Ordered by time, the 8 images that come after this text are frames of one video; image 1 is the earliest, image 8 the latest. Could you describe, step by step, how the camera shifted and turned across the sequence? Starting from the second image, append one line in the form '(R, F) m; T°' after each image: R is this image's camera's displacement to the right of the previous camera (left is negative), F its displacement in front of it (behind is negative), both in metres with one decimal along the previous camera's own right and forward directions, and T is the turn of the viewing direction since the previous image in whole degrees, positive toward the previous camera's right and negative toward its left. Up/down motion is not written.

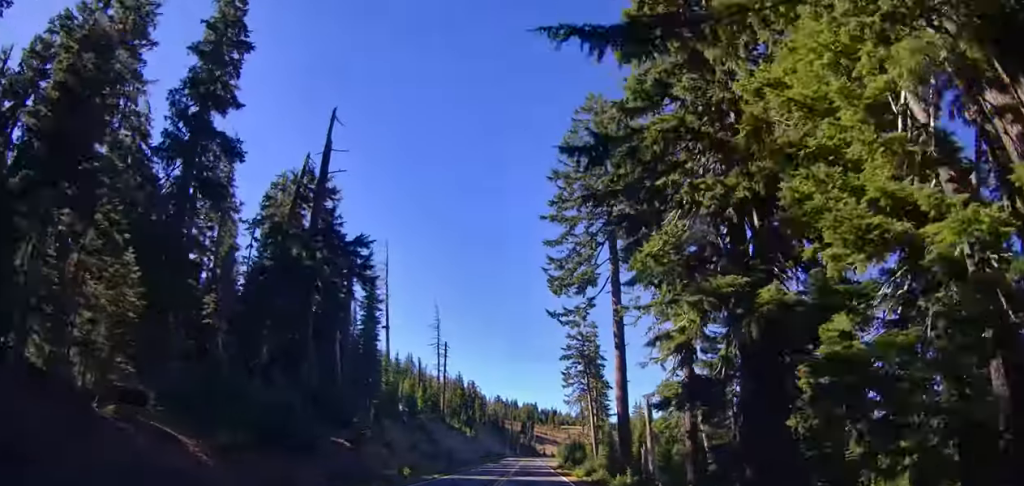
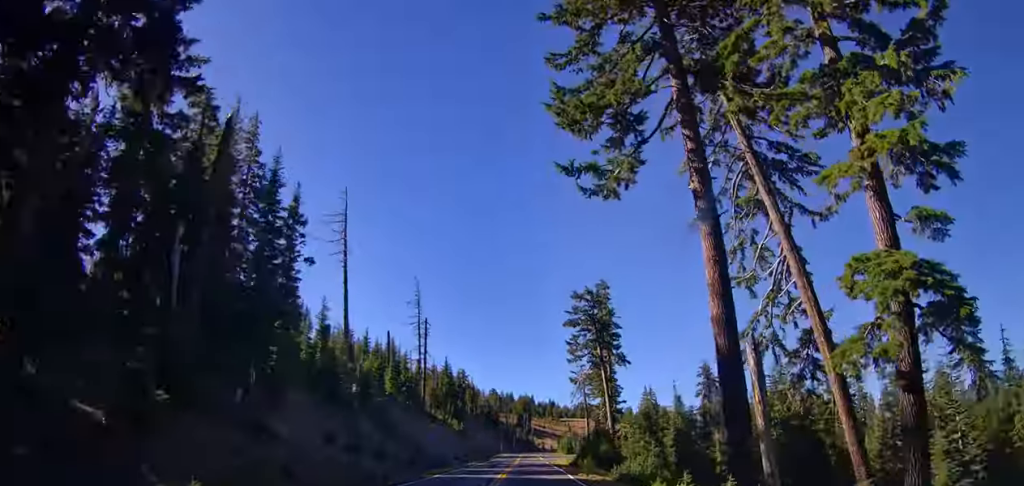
(-0.1, +22.7) m; +1°
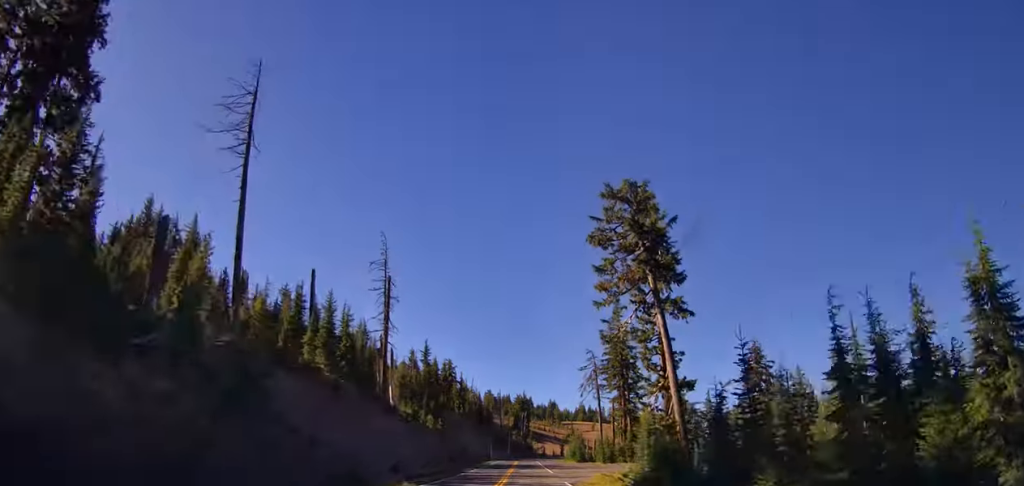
(+0.7, +33.5) m; +1°
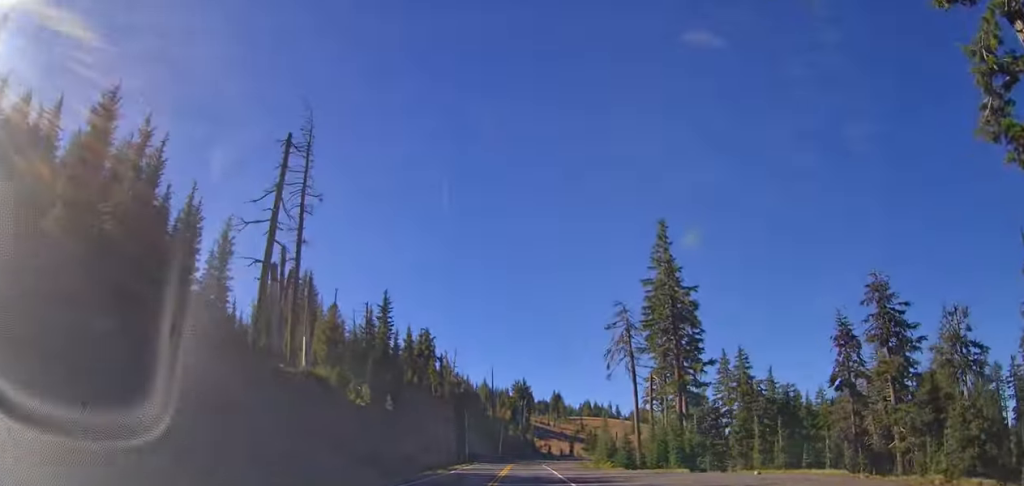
(-0.4, +42.9) m; 0°
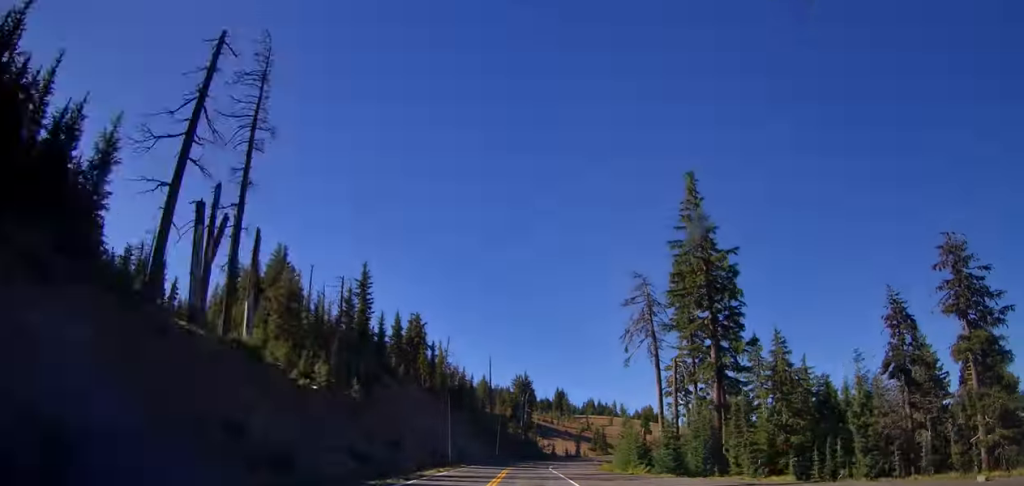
(+0.1, +15.0) m; 0°
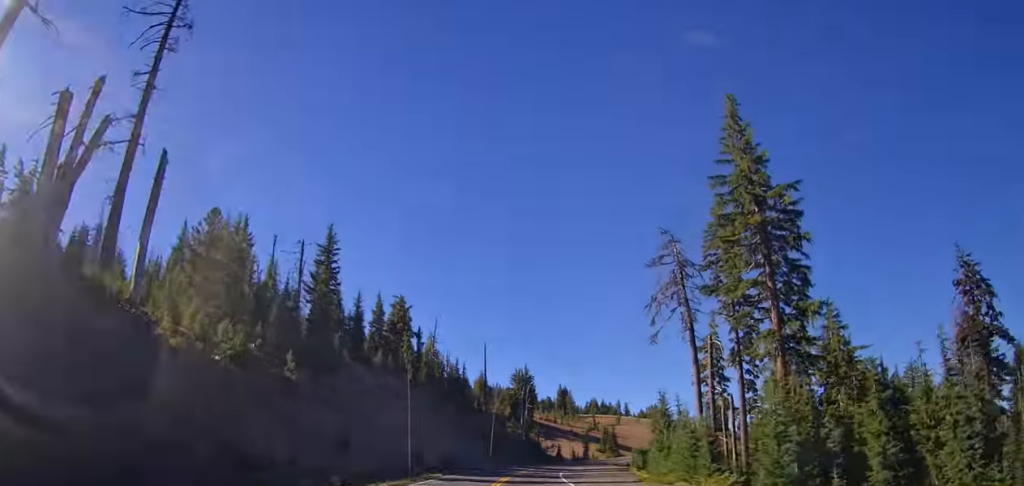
(+0.2, +16.3) m; -1°
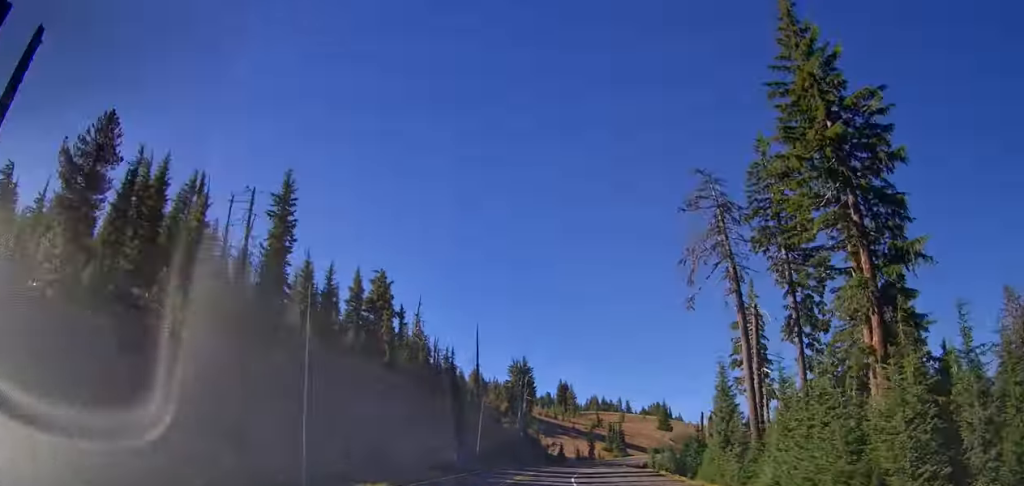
(-0.5, +14.2) m; -1°
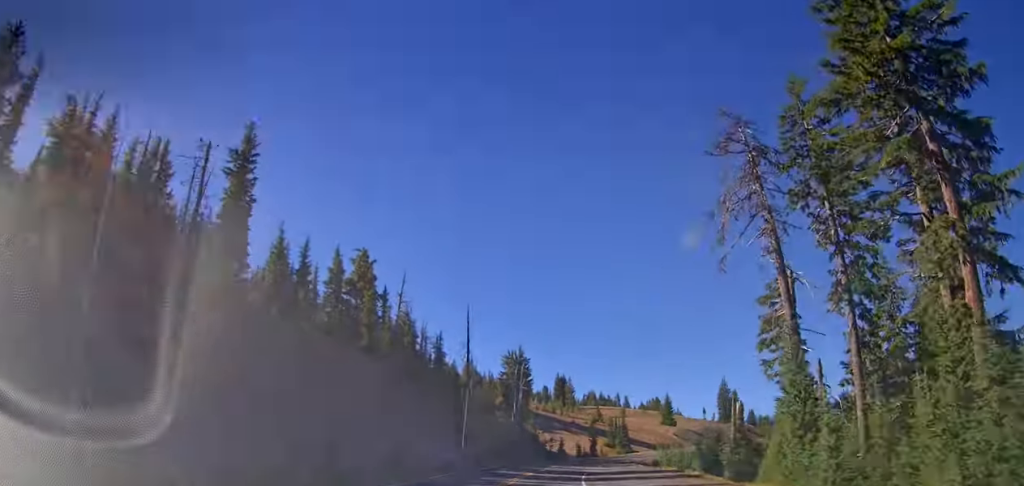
(0.0, +8.8) m; 0°
